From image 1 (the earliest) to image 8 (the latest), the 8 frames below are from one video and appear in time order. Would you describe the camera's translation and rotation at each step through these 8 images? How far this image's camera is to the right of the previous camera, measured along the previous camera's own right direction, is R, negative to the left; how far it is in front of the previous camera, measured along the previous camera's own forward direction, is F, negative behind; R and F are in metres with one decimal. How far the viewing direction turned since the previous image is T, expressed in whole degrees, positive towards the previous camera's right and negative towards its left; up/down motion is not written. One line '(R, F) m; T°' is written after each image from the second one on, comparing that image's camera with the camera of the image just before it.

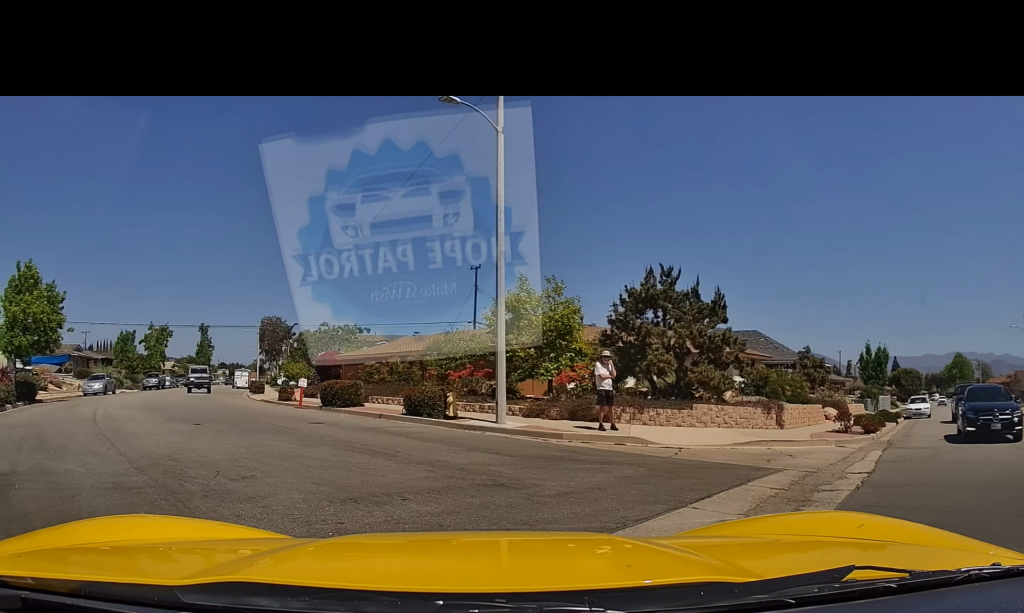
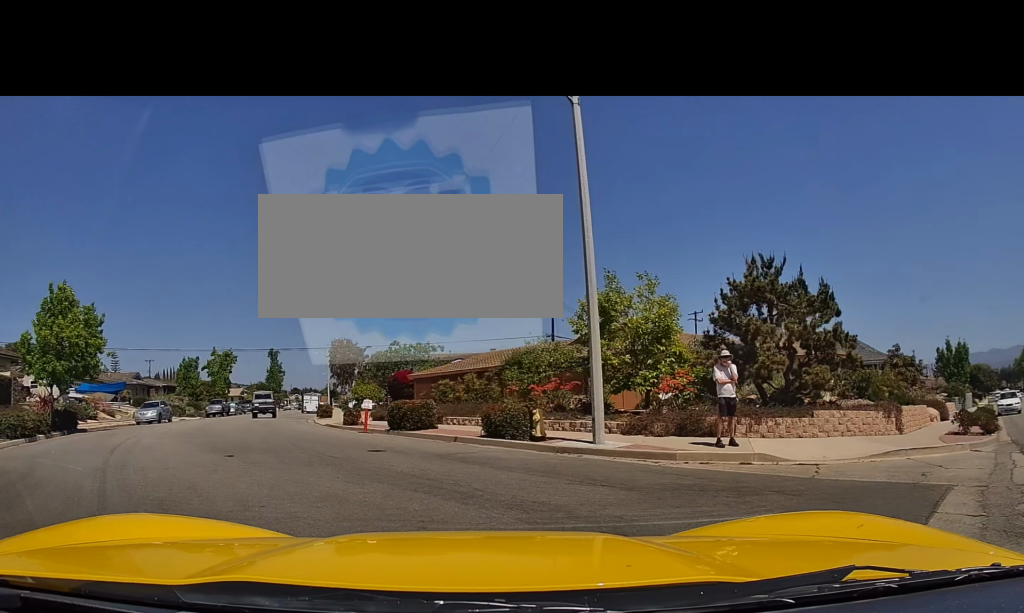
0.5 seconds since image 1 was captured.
(-0.5, +3.2) m; -12°
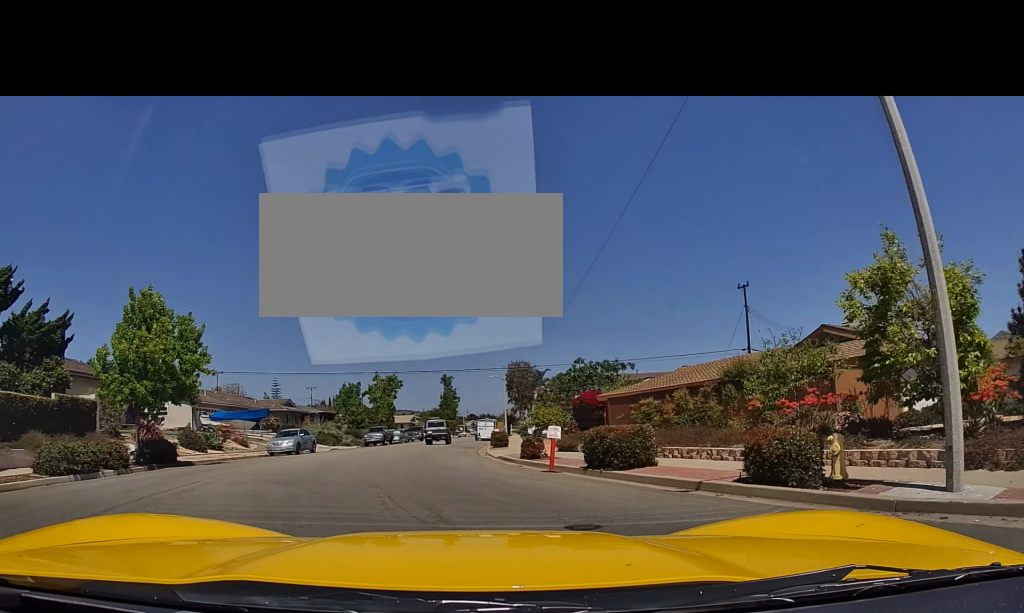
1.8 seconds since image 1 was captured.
(-1.1, +6.5) m; -19°
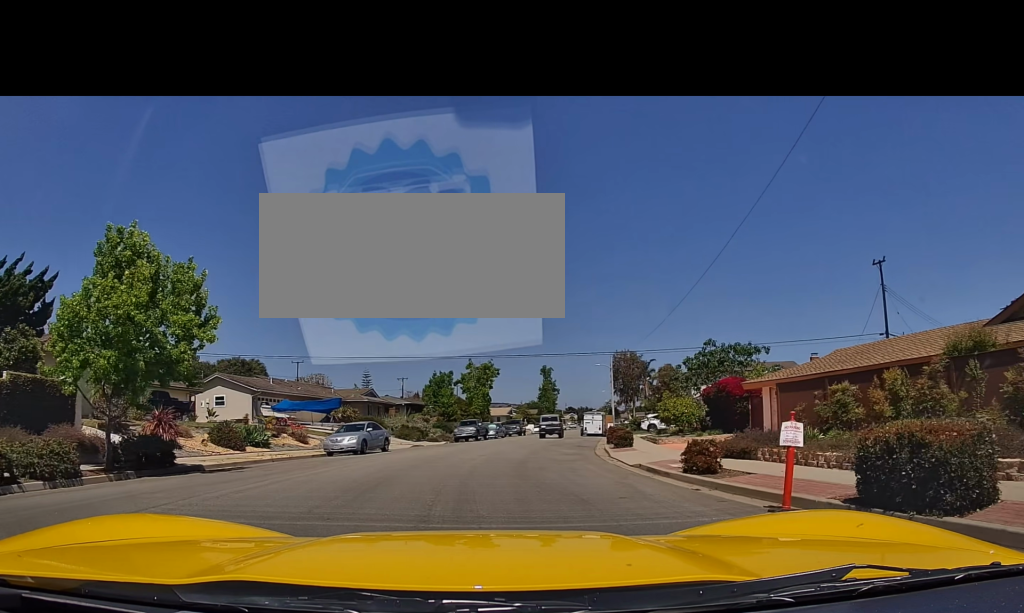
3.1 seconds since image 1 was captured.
(-1.4, +5.7) m; -23°
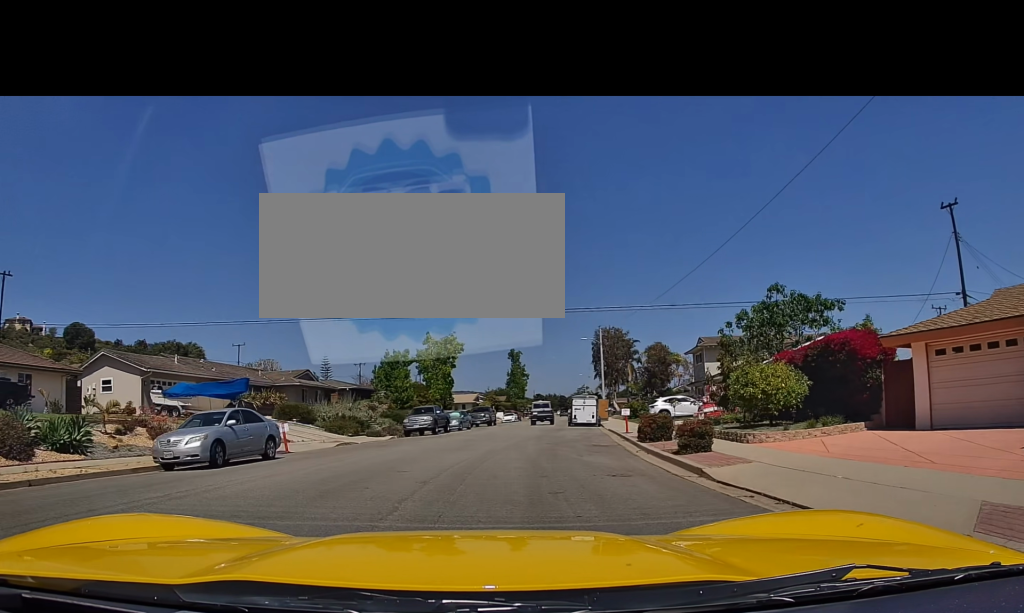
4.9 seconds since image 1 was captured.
(-0.7, +9.8) m; -1°
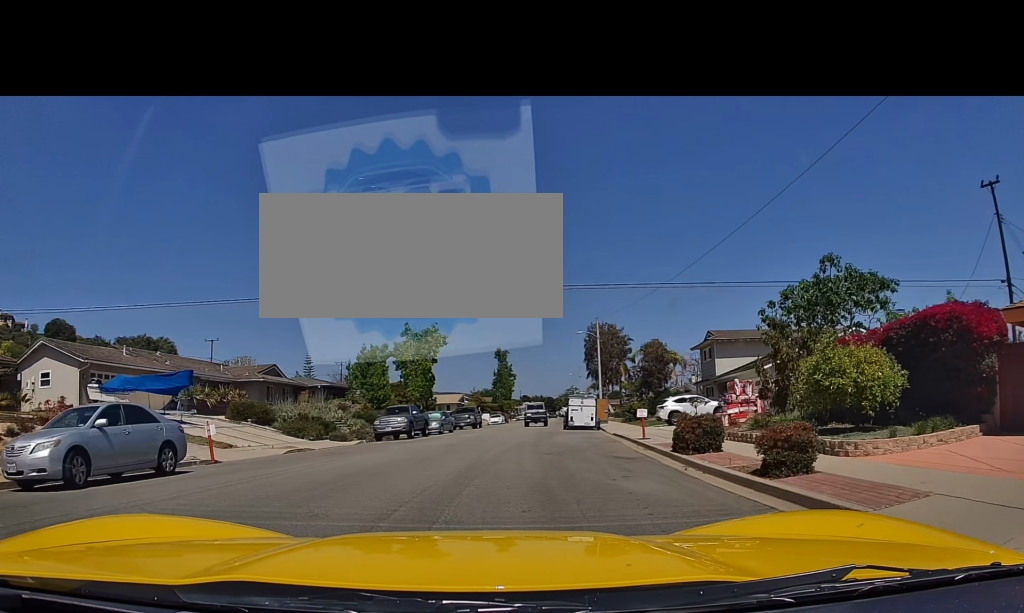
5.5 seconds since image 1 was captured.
(+0.1, +4.2) m; +1°
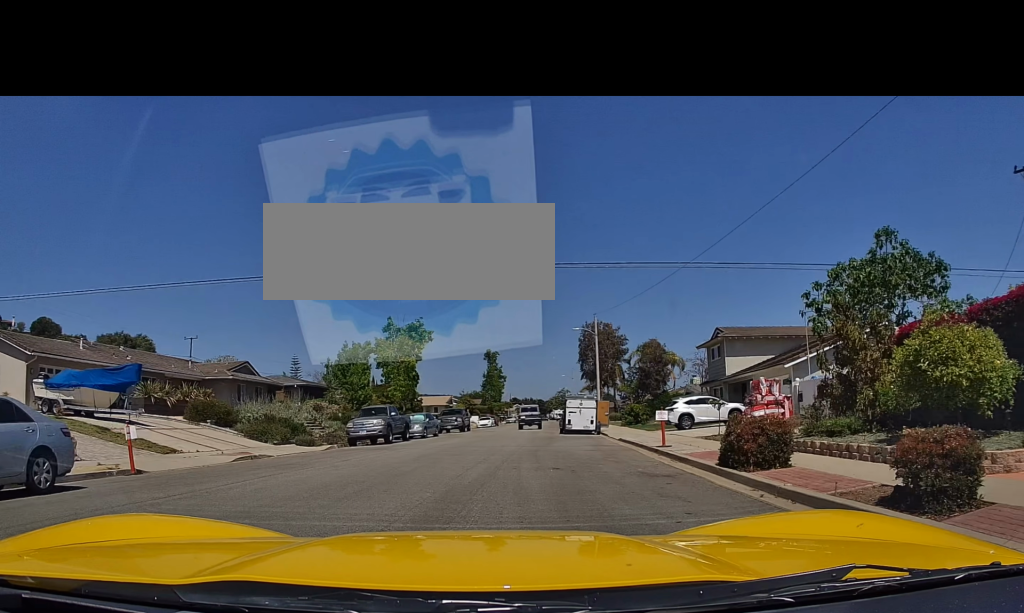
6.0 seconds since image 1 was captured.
(0.0, +3.2) m; 0°
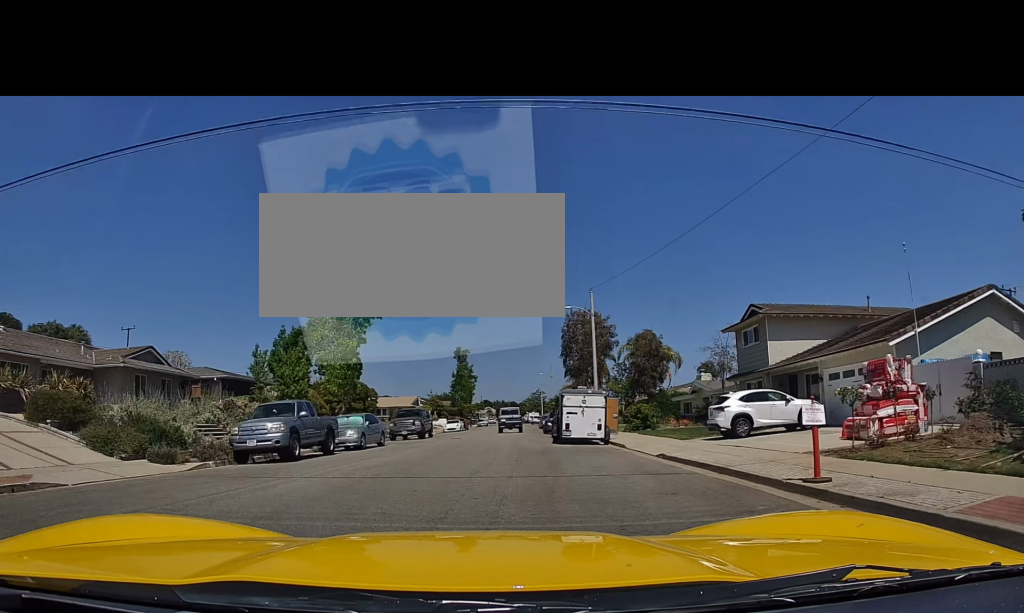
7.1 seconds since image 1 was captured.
(0.0, +8.8) m; +2°
